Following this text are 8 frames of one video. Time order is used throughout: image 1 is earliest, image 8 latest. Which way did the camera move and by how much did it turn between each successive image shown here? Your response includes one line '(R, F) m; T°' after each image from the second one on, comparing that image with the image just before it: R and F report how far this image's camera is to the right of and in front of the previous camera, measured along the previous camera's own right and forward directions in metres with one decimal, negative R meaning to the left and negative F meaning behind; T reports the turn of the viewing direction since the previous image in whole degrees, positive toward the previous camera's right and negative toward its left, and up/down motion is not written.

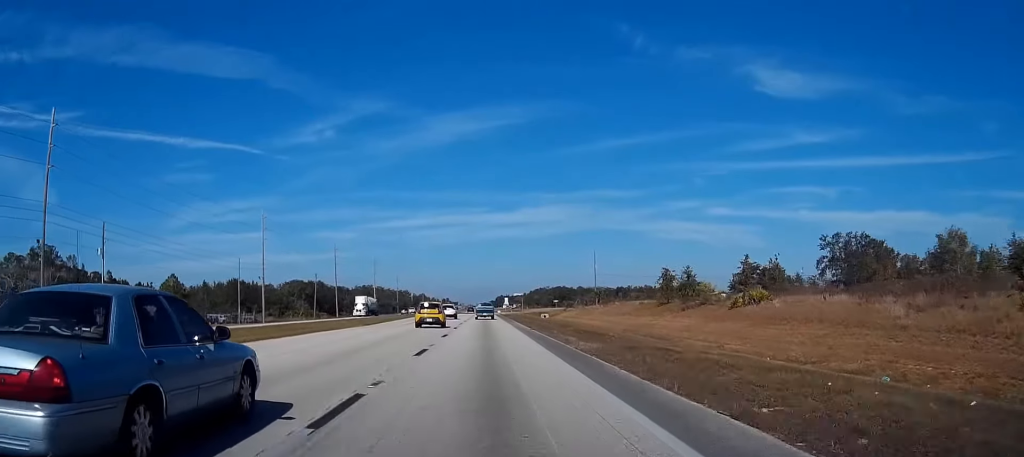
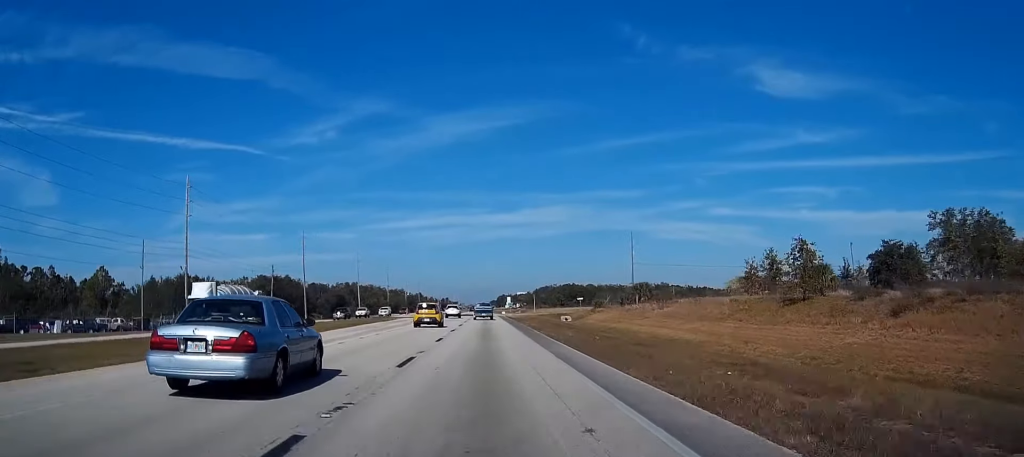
(+0.2, +40.4) m; +1°
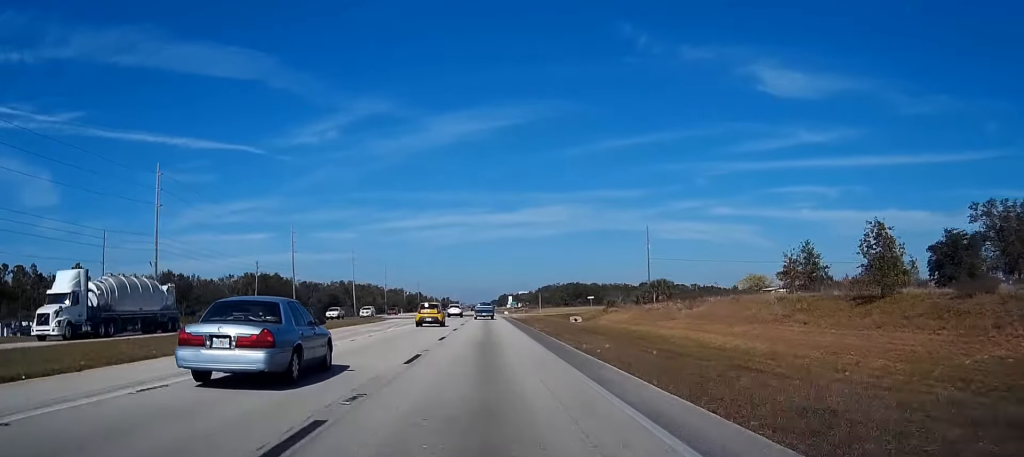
(0.0, +11.2) m; 0°
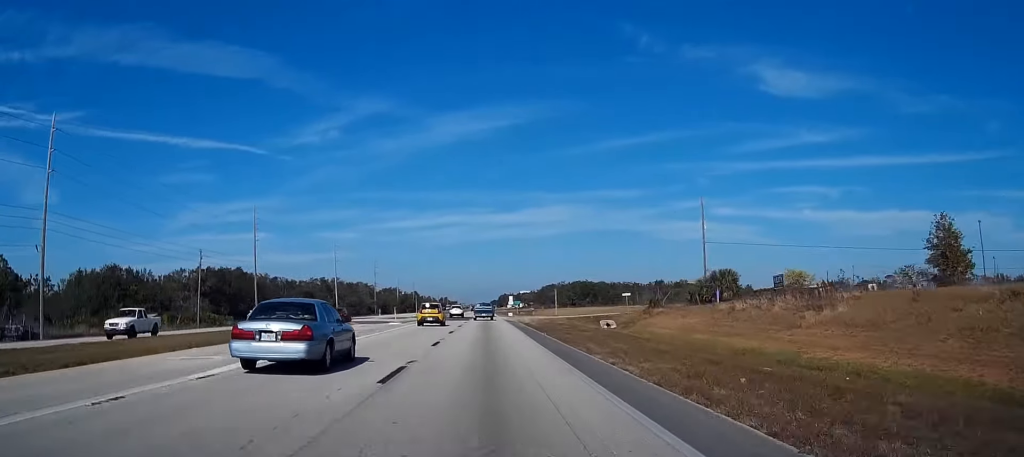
(+0.1, +28.7) m; 0°
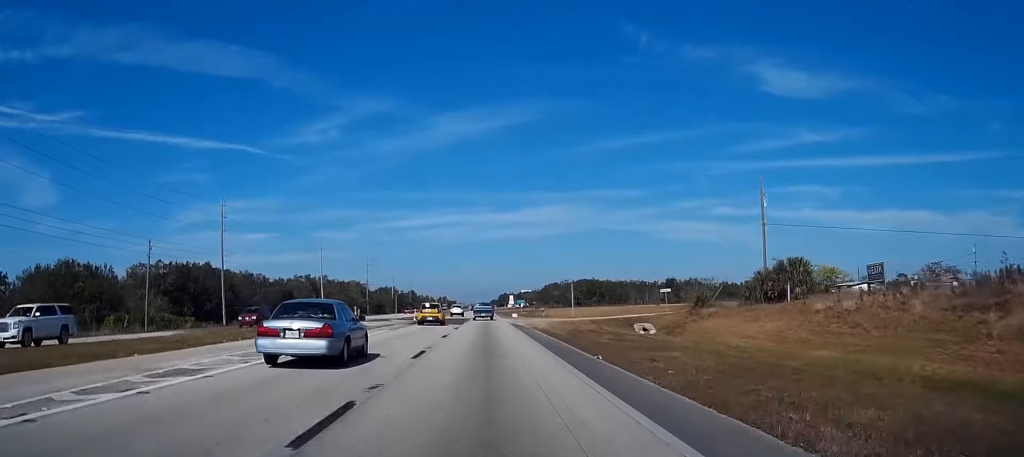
(0.0, +18.4) m; 0°
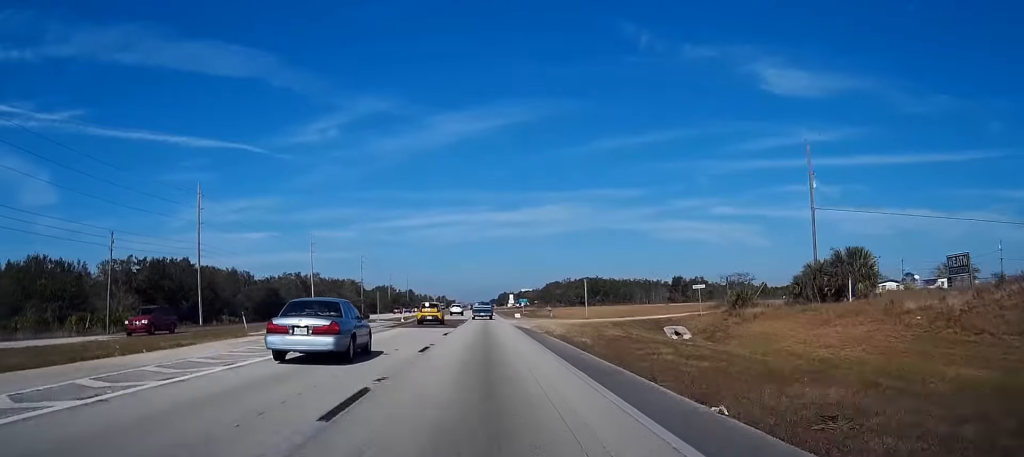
(0.0, +10.5) m; 0°
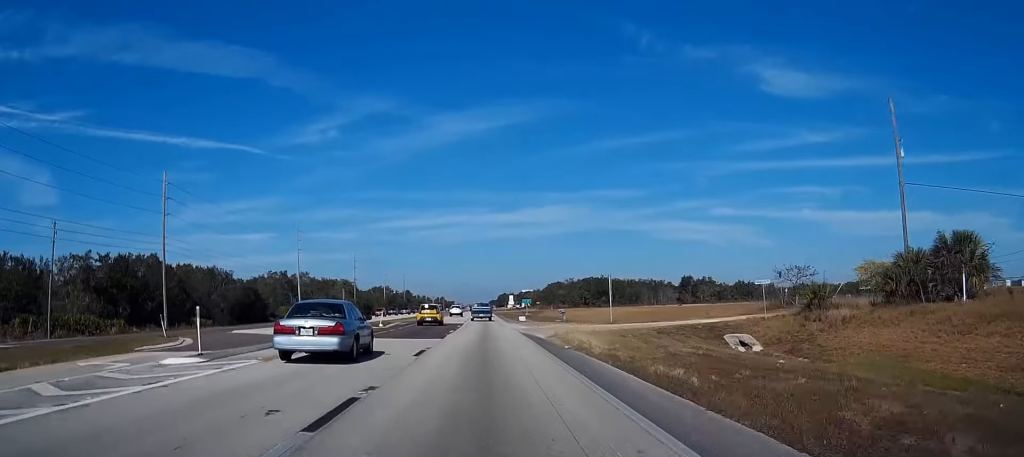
(0.0, +13.2) m; 0°
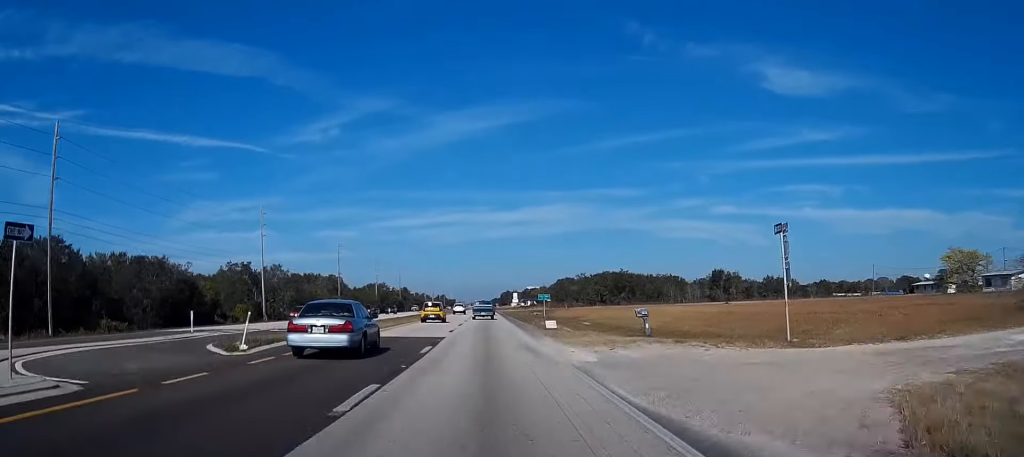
(0.0, +30.8) m; 0°
